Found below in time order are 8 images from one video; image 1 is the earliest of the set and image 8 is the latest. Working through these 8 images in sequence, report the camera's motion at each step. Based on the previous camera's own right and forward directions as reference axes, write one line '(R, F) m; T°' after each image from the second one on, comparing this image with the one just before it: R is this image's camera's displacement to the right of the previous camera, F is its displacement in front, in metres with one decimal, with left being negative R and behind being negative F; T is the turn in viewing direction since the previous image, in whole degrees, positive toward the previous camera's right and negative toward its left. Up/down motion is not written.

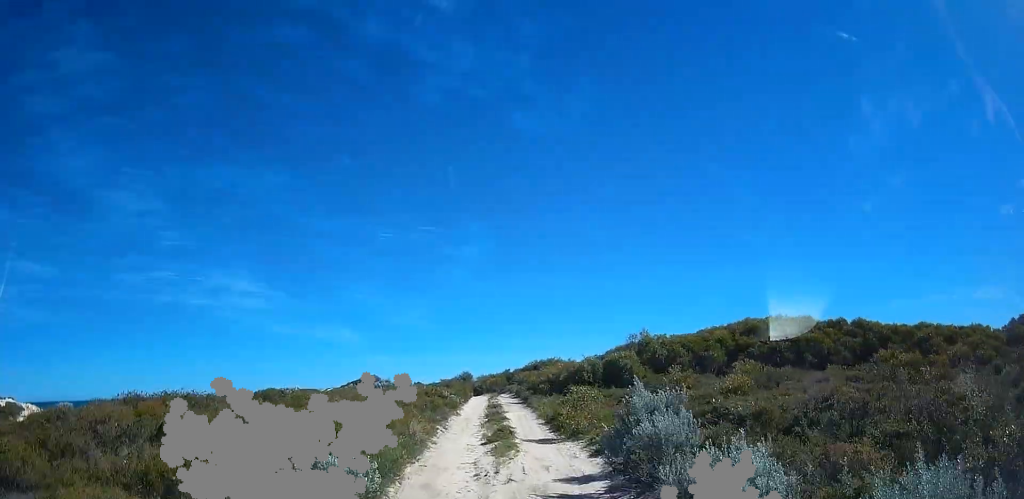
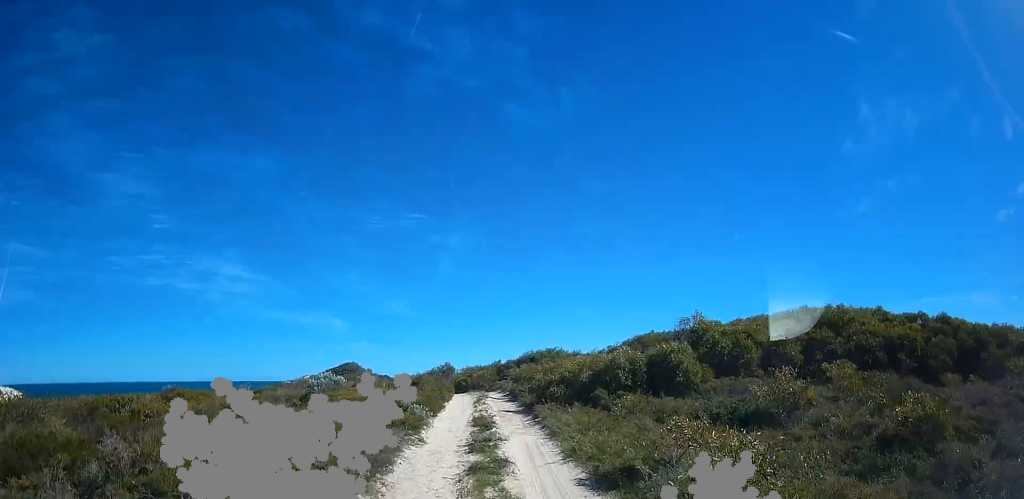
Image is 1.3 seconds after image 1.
(+0.1, +6.7) m; +4°
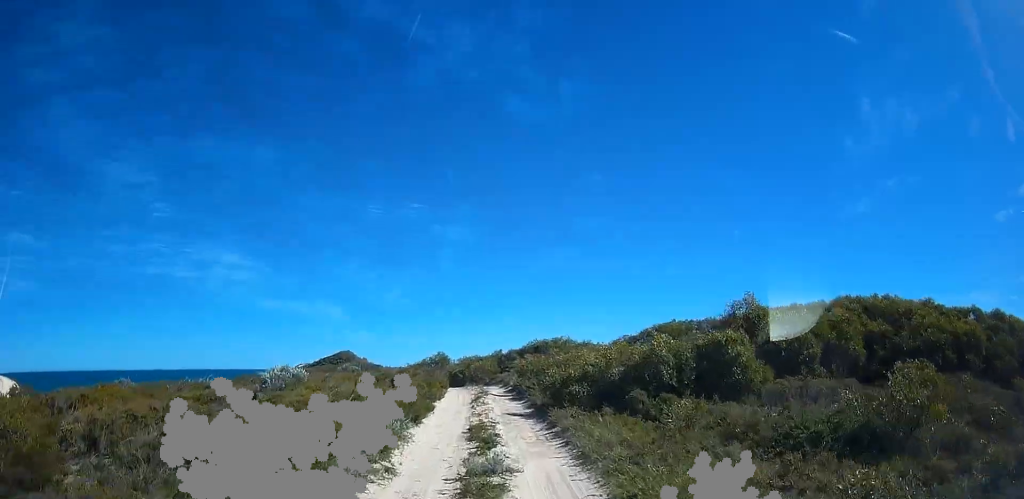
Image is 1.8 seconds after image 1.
(+0.1, +2.7) m; +2°
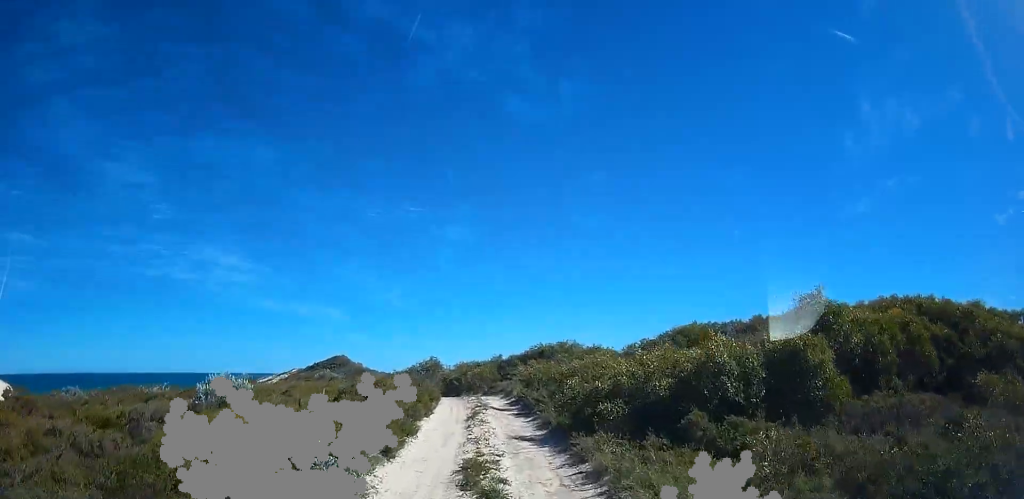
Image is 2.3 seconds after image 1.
(0.0, +2.5) m; 0°
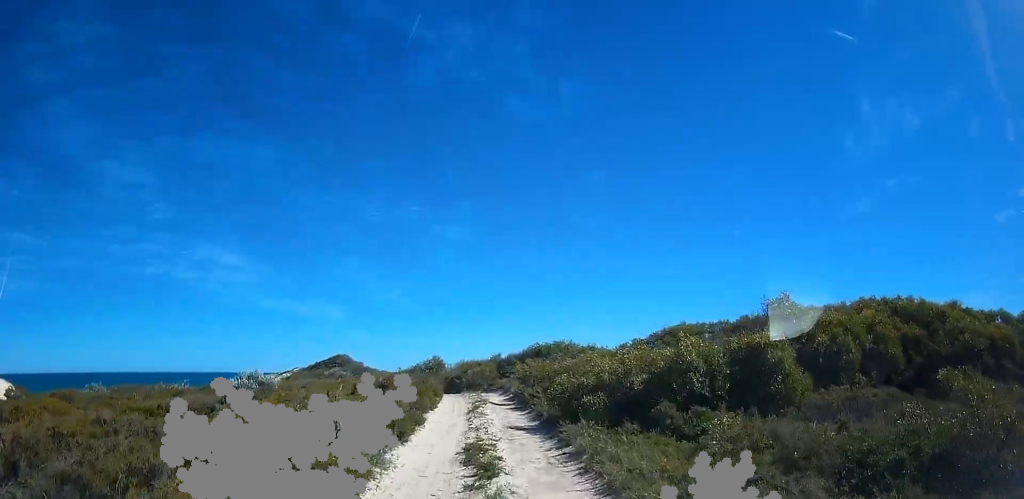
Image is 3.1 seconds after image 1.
(0.0, +4.5) m; -1°
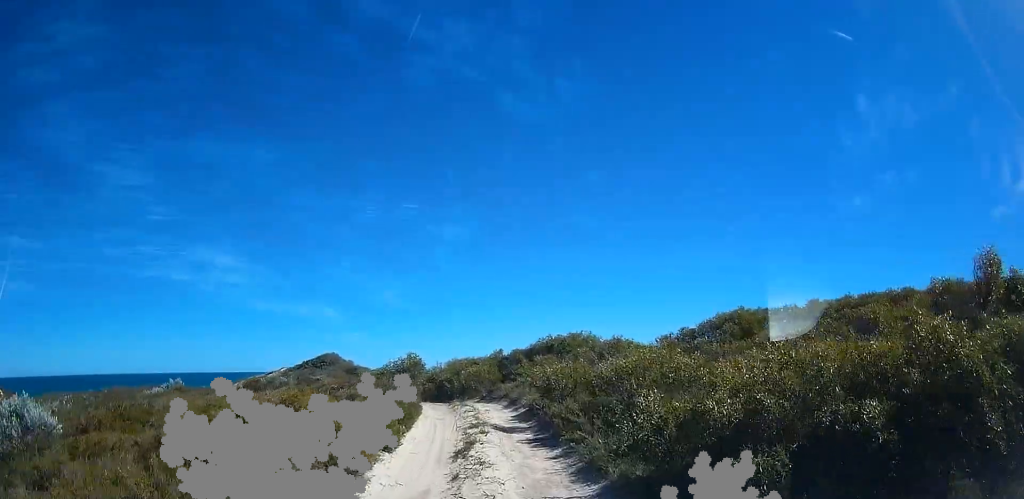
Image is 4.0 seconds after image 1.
(-0.1, +6.1) m; +1°
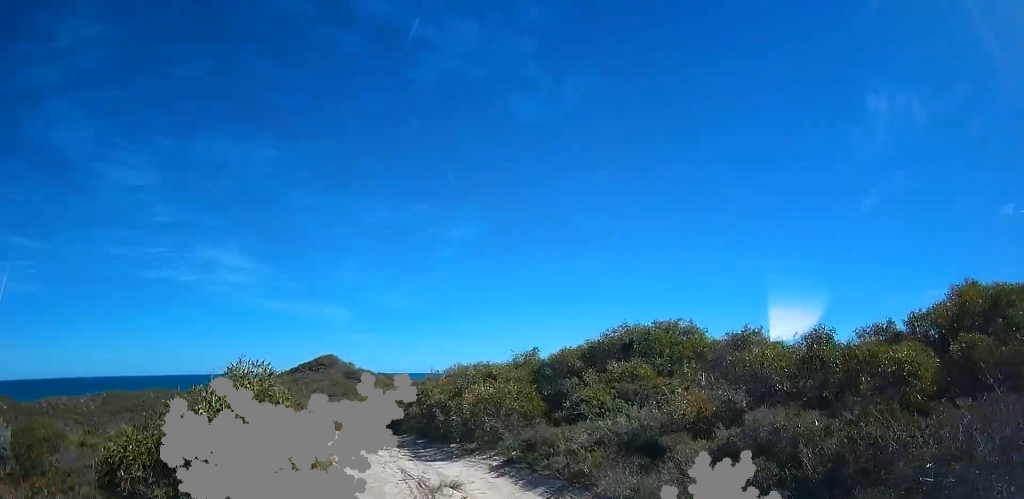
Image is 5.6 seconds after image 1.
(-0.4, +10.7) m; -6°
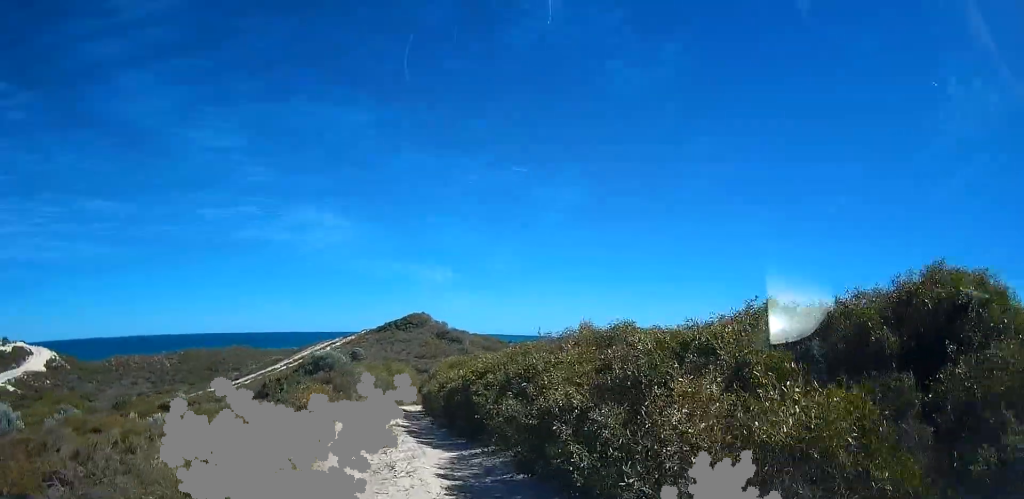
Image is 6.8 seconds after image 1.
(-0.2, +8.0) m; -9°
